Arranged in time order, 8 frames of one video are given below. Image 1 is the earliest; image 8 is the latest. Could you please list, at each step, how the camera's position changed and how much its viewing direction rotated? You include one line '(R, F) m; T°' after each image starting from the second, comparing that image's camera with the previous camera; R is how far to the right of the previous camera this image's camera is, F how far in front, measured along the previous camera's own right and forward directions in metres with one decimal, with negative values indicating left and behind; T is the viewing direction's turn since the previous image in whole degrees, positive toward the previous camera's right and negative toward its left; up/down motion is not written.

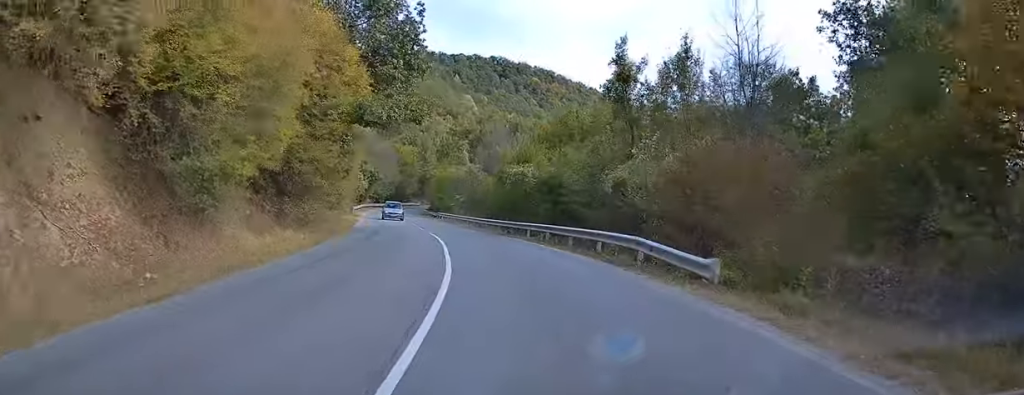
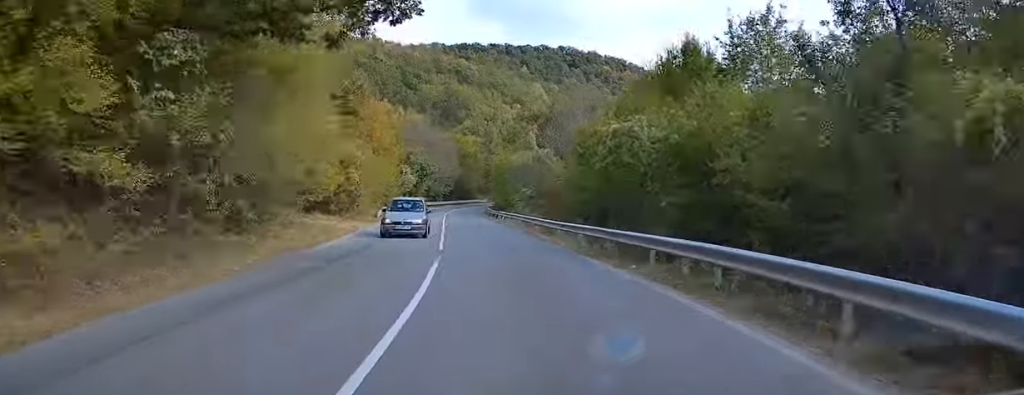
(-0.5, +16.3) m; +1°
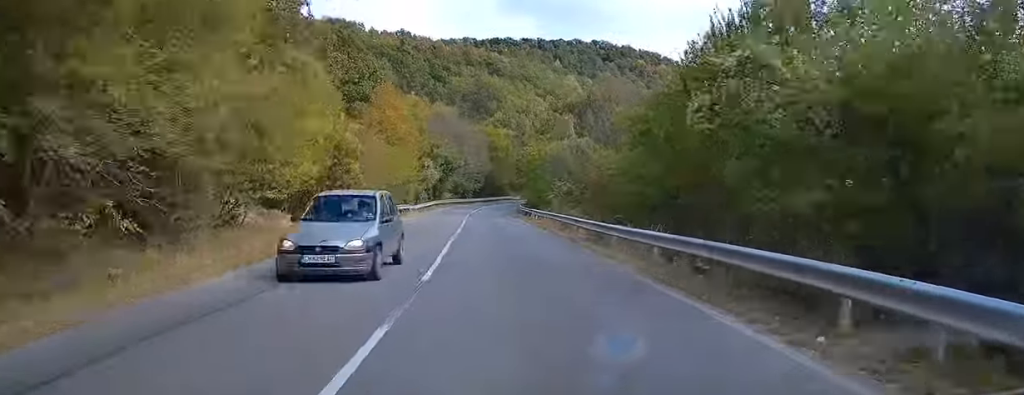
(+0.4, +7.4) m; -2°
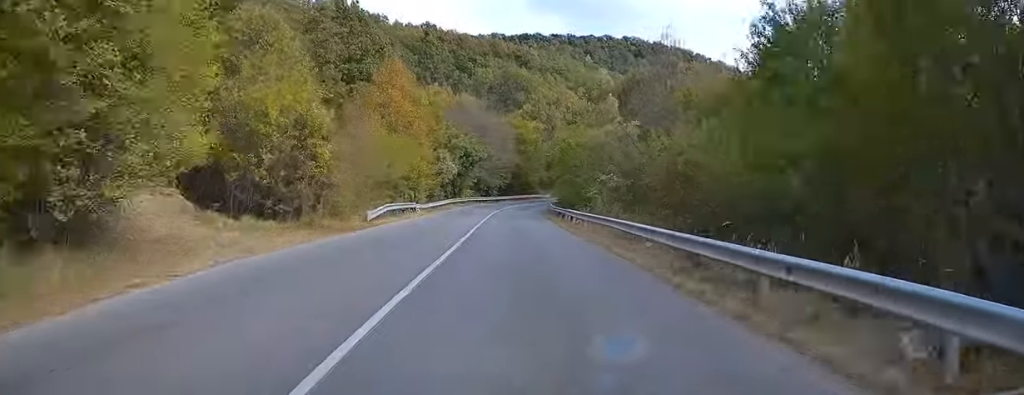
(+0.8, +9.2) m; -3°
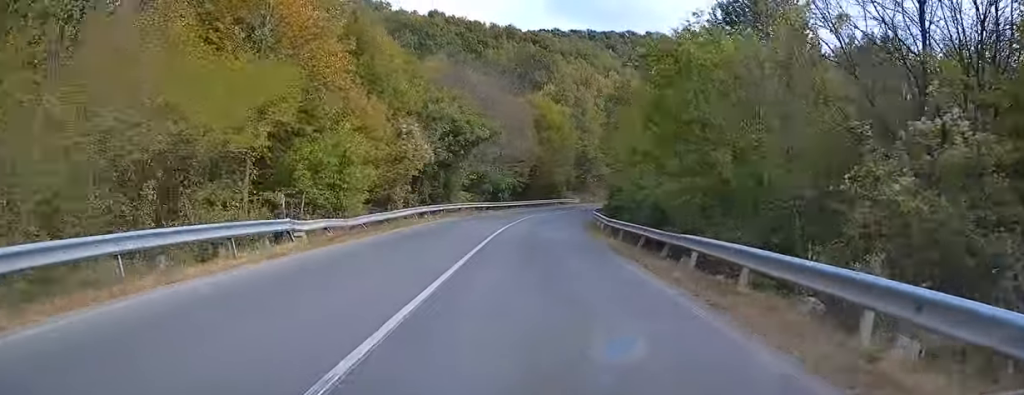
(-3.5, +25.1) m; -11°
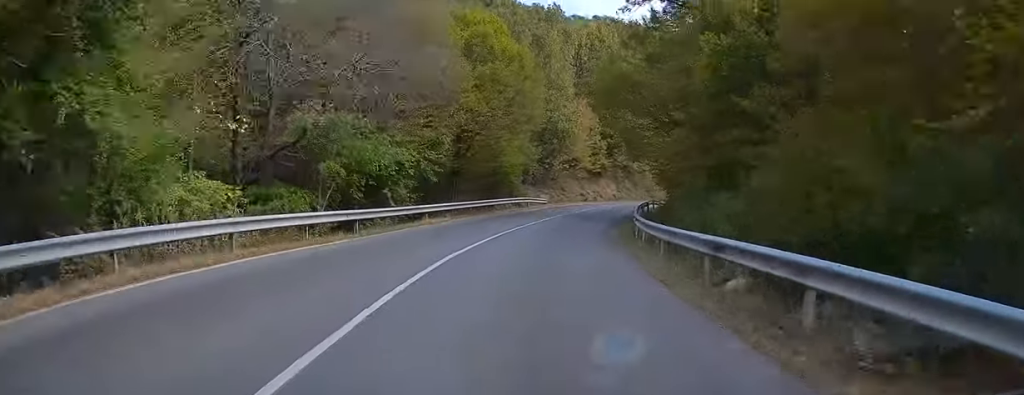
(-0.5, +35.8) m; +3°
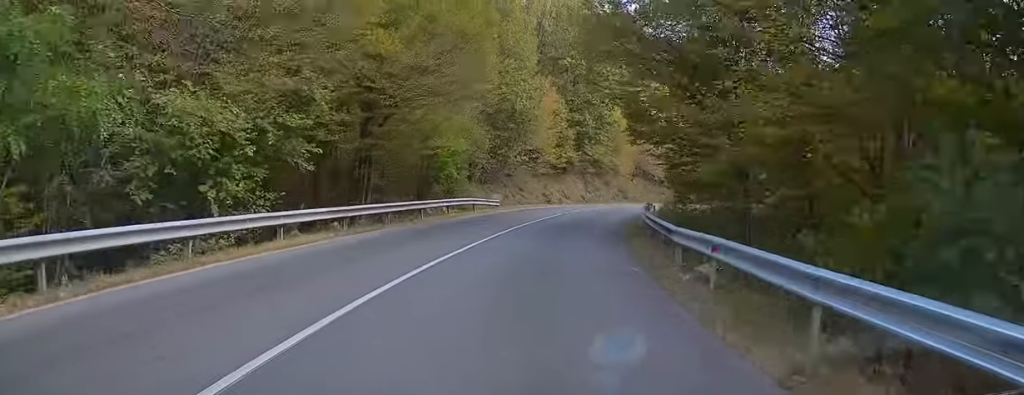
(+0.7, +13.3) m; +6°
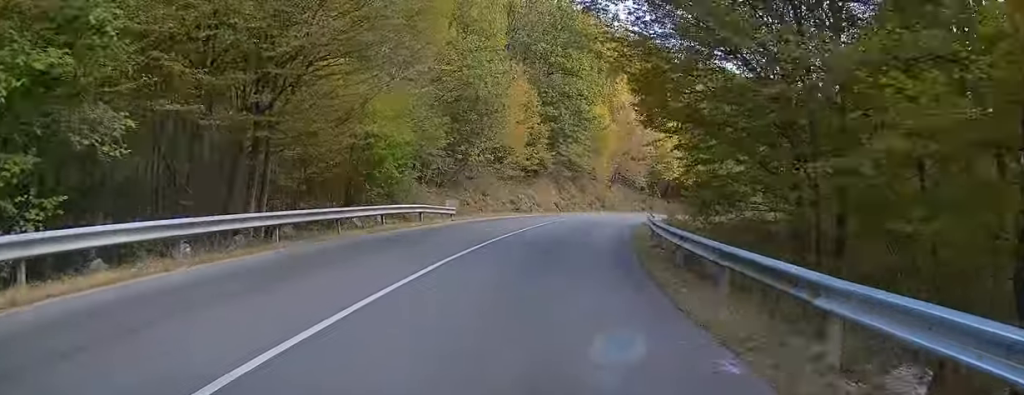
(+0.2, +8.2) m; +3°
